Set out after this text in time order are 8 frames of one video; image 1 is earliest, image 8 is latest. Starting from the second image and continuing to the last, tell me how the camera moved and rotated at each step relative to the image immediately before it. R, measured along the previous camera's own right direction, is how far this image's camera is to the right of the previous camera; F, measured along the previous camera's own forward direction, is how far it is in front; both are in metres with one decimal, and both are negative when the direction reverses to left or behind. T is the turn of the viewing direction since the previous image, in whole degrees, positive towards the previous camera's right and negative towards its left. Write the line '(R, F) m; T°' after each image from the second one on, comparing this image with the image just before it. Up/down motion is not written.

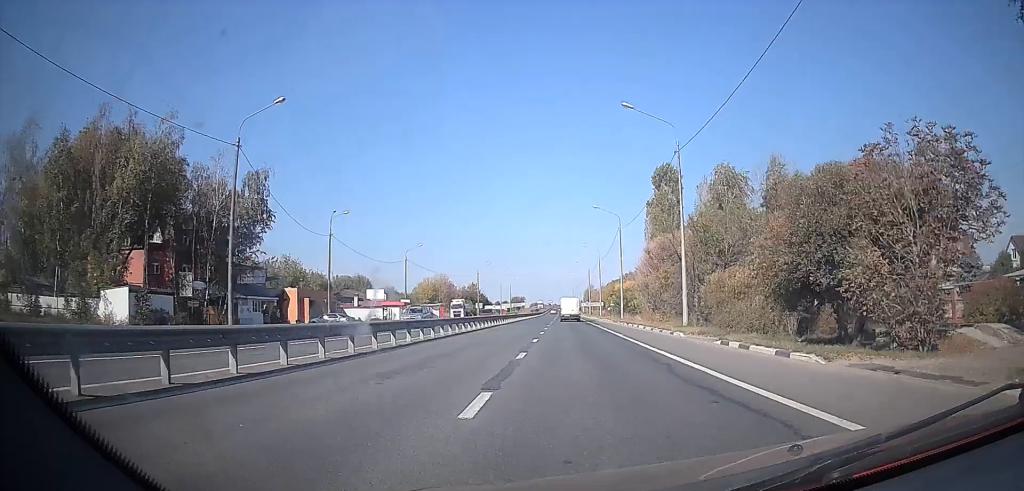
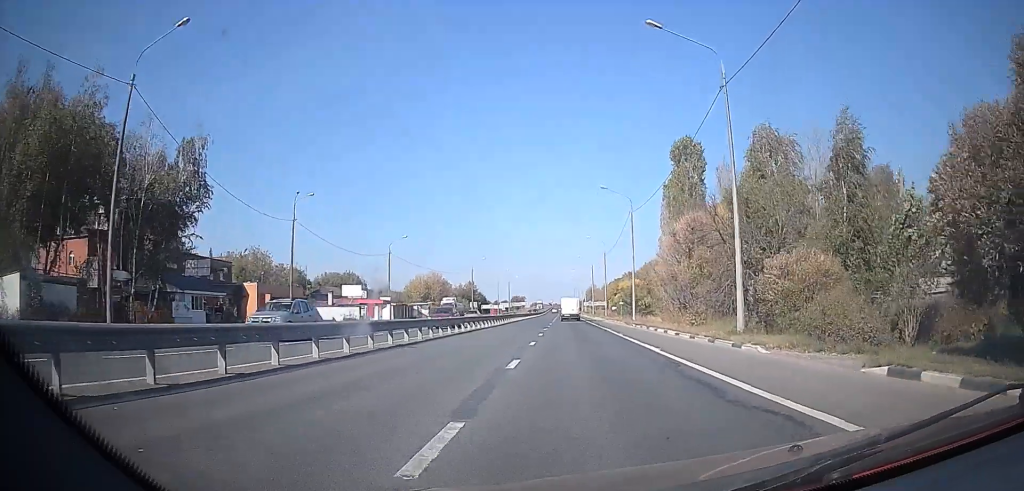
(0.0, +10.6) m; 0°
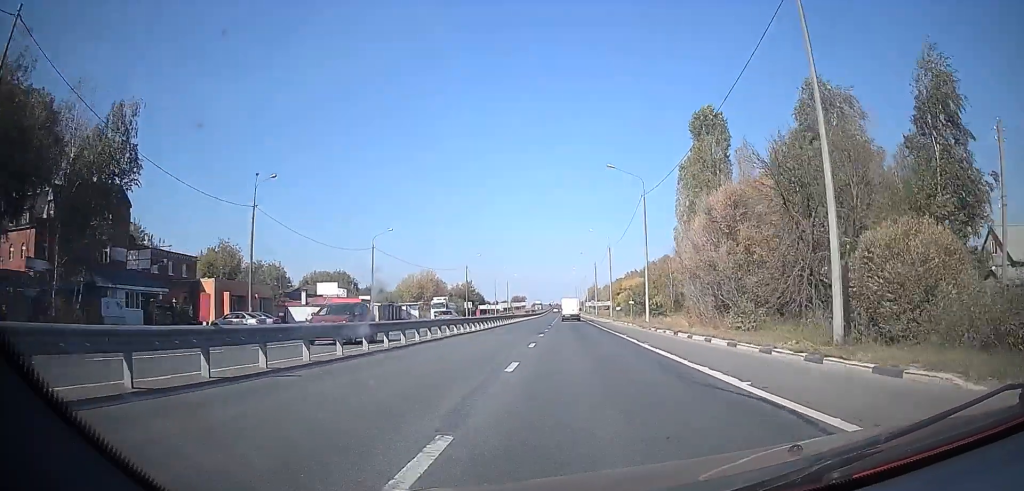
(0.0, +8.7) m; 0°
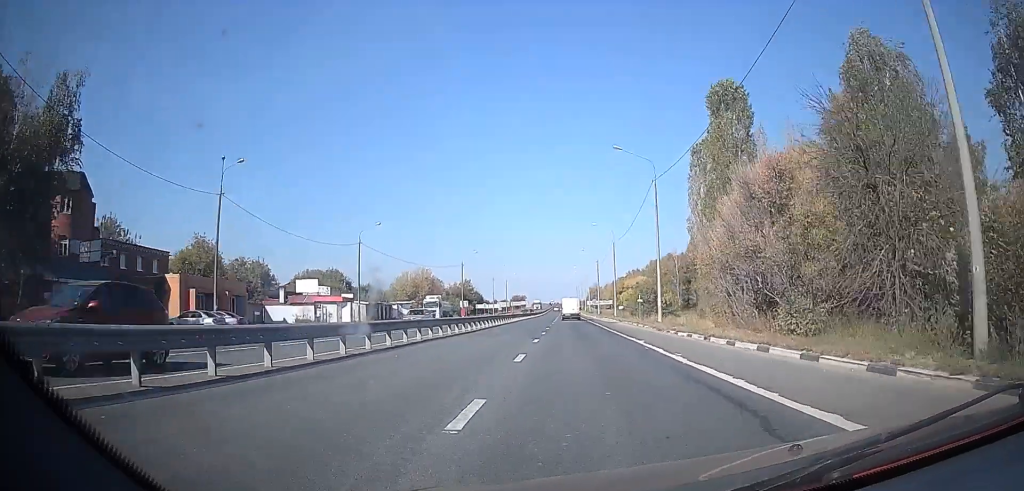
(0.0, +5.9) m; -1°
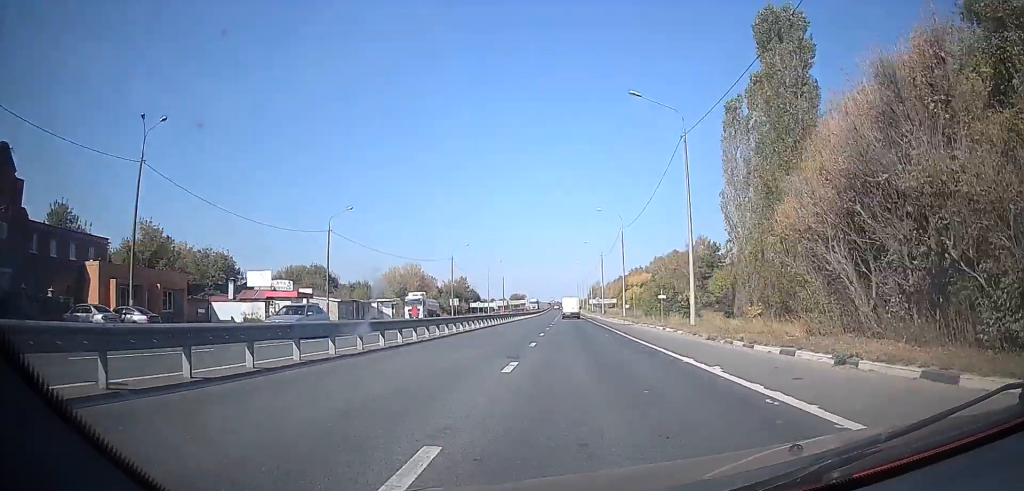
(-0.1, +10.3) m; -1°
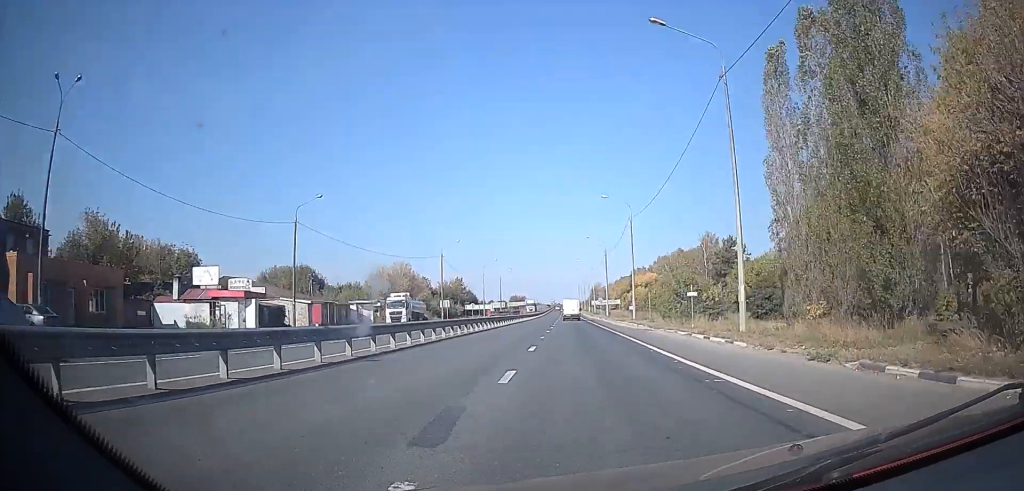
(-0.4, +8.8) m; 0°
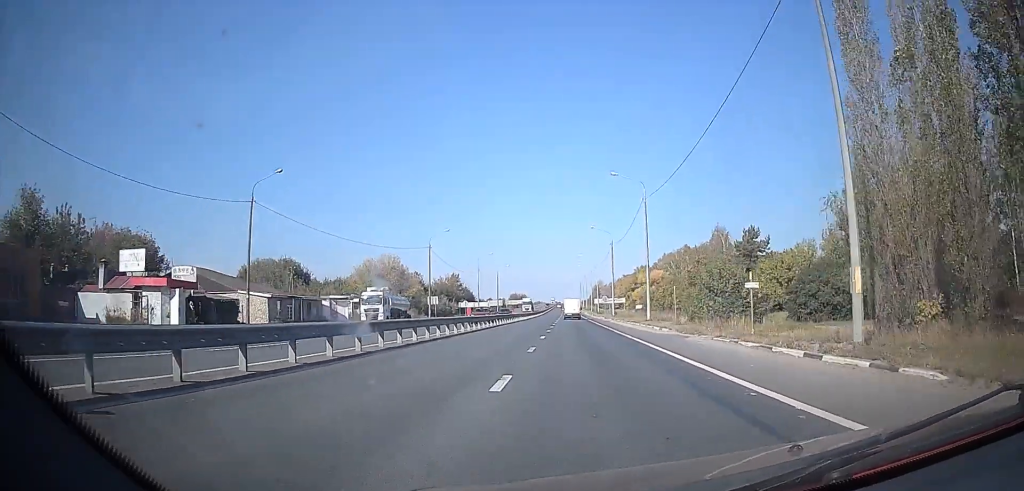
(+0.3, +9.4) m; +2°
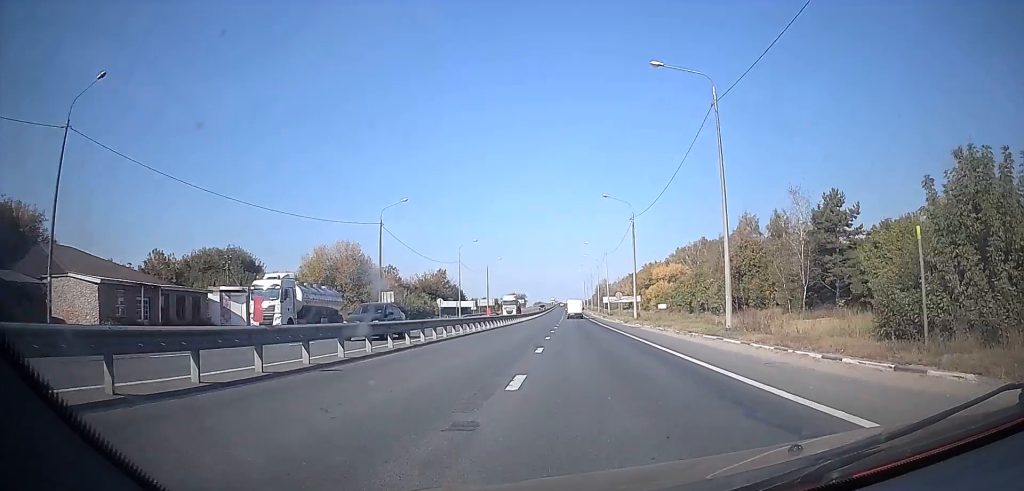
(+0.8, +23.9) m; +3°
